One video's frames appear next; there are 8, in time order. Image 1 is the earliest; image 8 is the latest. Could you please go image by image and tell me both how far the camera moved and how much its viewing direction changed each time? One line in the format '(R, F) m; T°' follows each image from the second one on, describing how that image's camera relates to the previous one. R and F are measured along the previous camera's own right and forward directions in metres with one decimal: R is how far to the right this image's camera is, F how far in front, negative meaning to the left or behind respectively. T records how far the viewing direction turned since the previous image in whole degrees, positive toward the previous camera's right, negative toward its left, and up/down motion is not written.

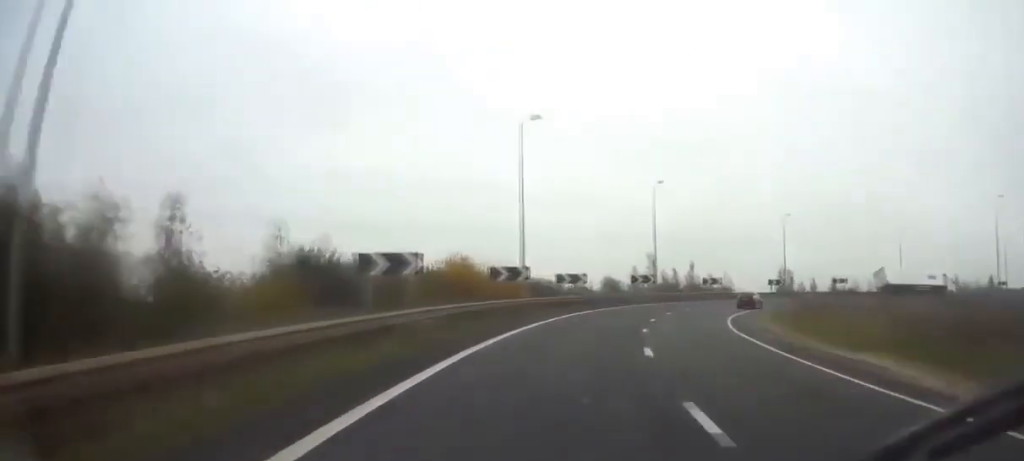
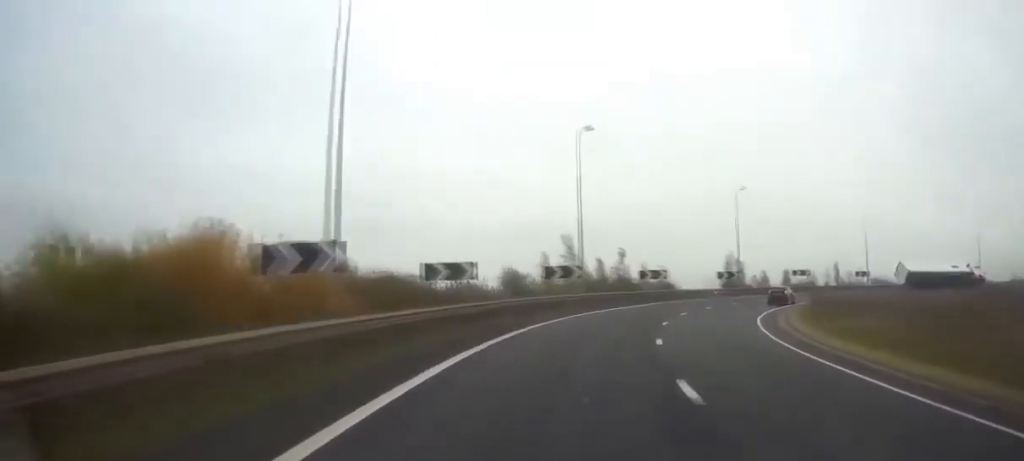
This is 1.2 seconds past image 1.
(+1.9, +23.8) m; +9°
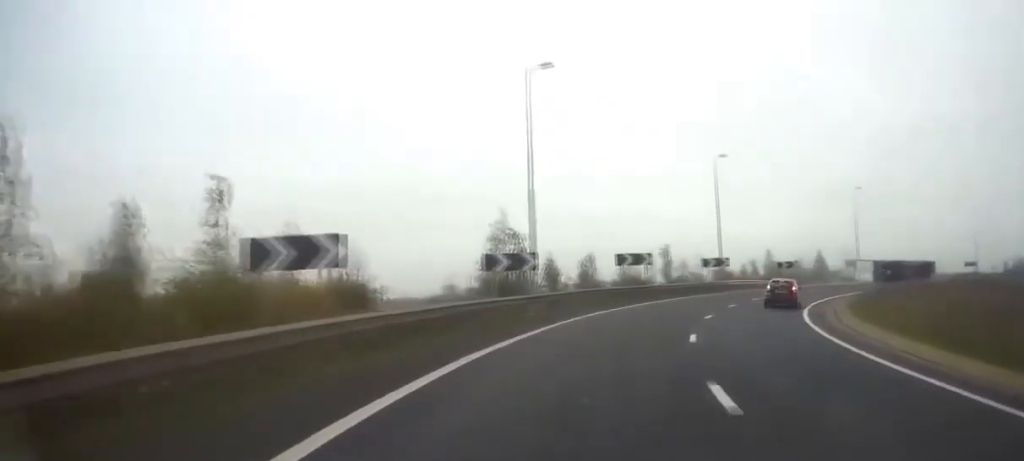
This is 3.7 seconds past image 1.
(+7.6, +41.9) m; +22°
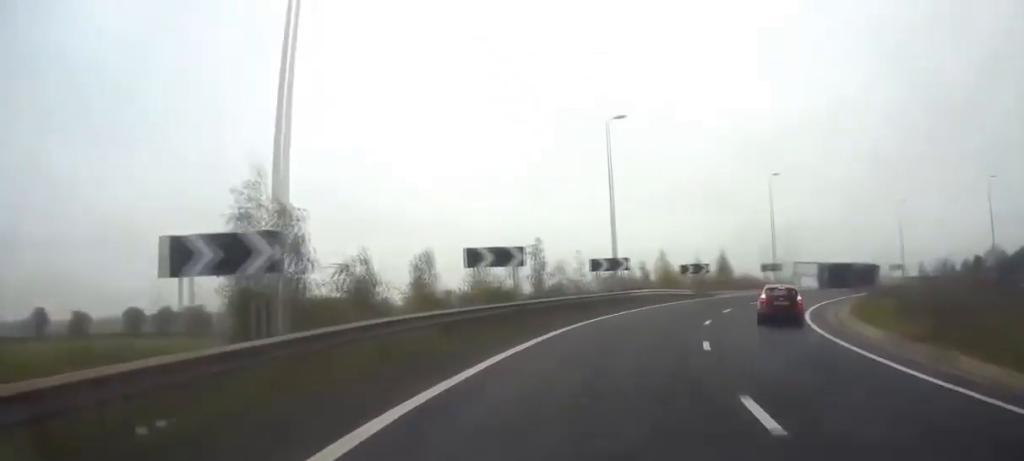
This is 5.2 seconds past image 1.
(+1.8, +16.7) m; +12°
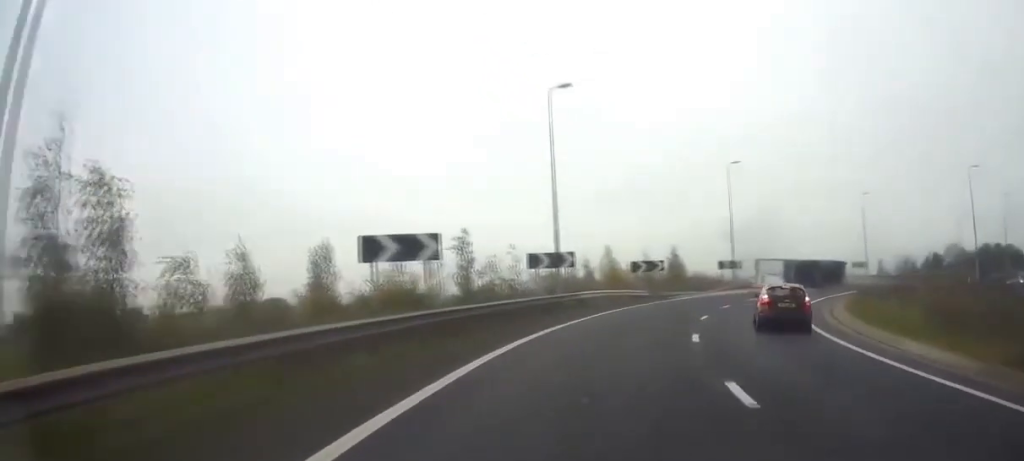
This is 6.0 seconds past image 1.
(+0.4, +6.9) m; +4°
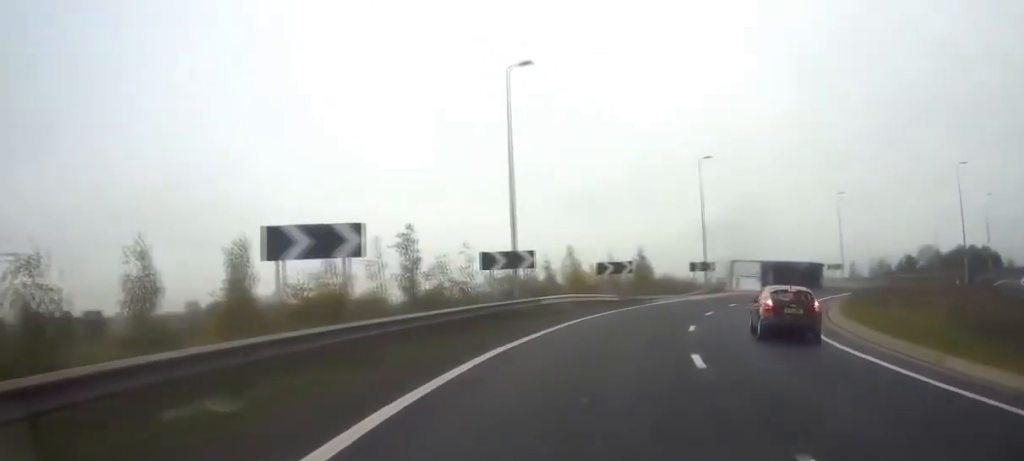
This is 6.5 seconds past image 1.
(+0.3, +4.3) m; 0°
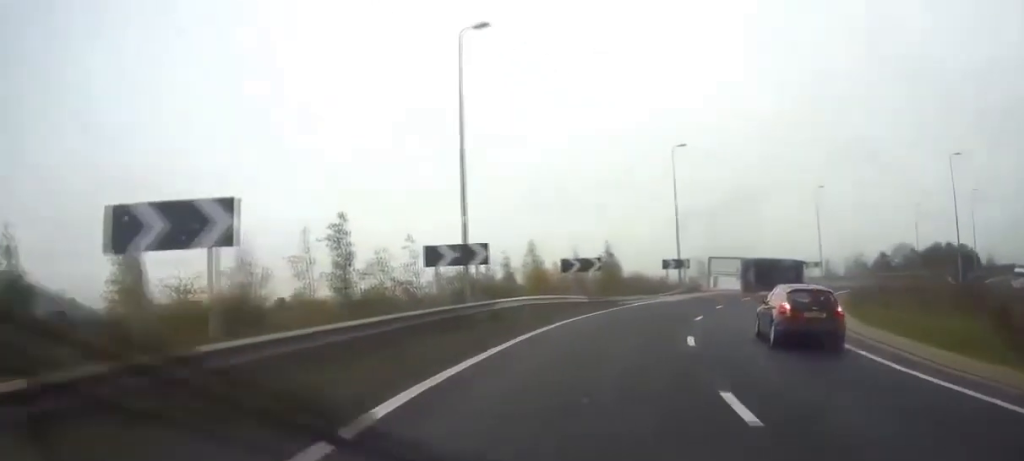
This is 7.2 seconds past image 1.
(-0.2, +4.6) m; 0°
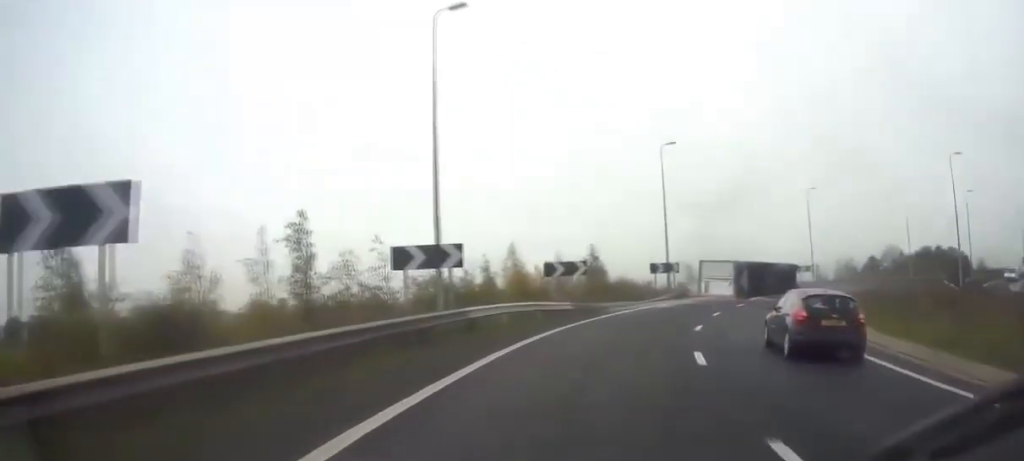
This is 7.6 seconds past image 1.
(-0.3, +2.6) m; 0°
